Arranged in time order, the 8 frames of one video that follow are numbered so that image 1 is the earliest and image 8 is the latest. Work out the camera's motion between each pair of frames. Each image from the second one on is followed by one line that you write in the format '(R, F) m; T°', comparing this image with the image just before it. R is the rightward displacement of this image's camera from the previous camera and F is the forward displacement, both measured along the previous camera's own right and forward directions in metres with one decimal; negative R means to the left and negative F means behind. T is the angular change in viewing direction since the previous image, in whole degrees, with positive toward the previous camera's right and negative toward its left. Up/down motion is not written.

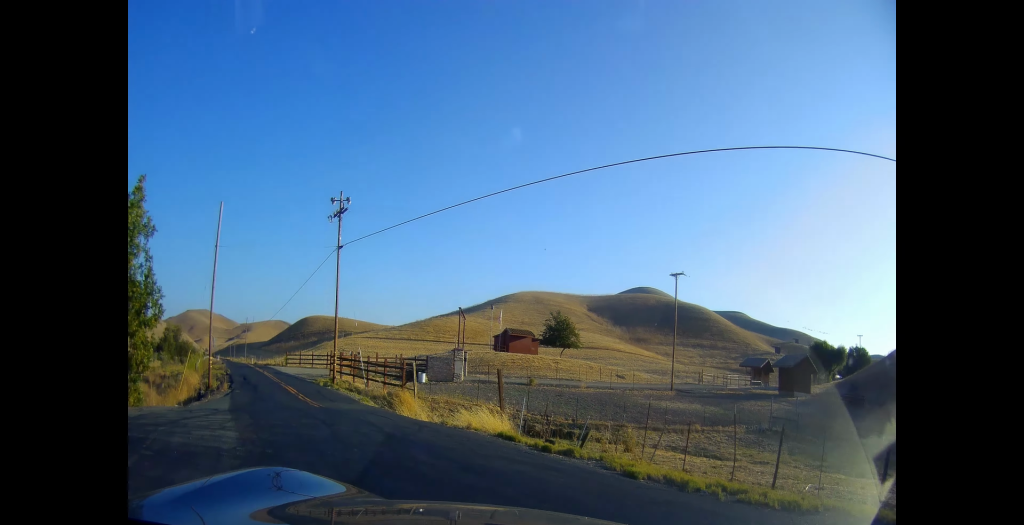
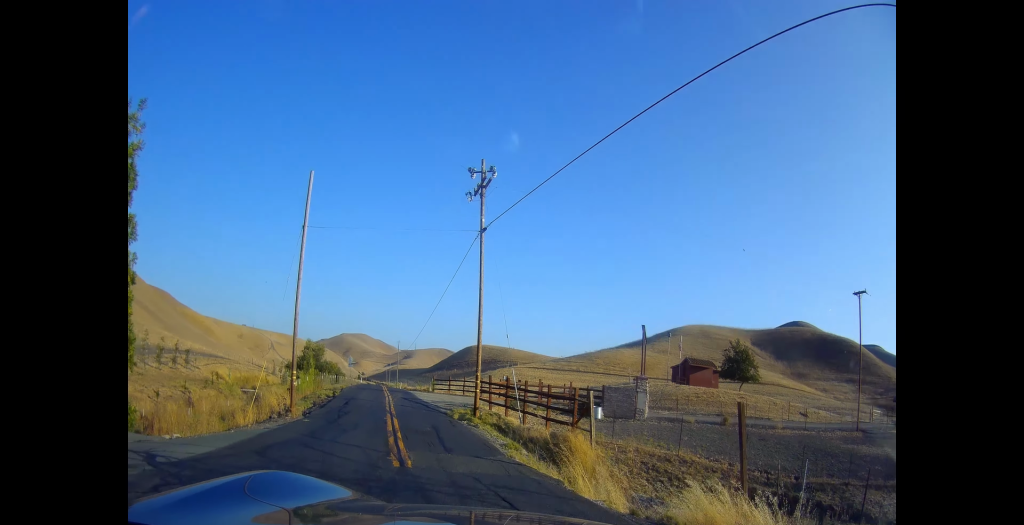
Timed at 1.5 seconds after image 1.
(-2.1, +7.8) m; -22°
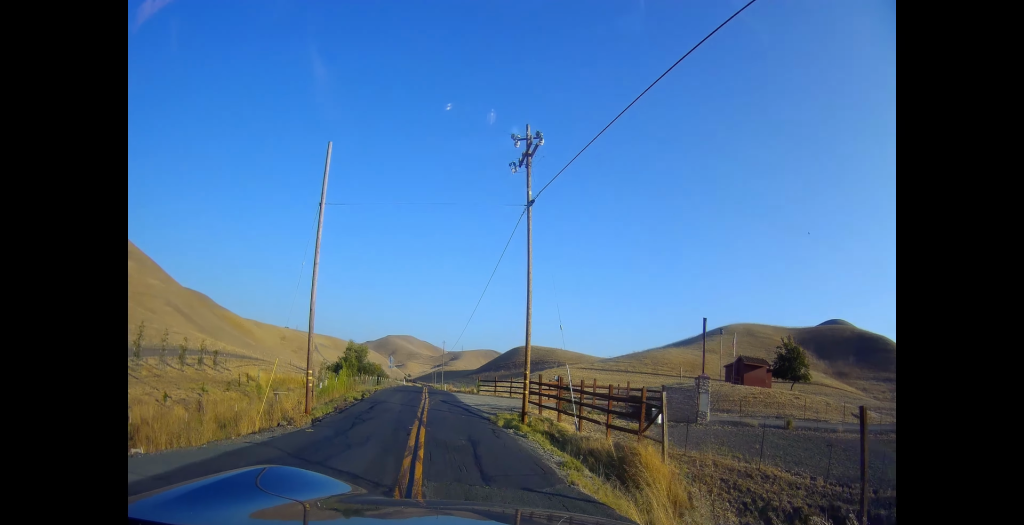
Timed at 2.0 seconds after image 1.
(-0.1, +3.4) m; -5°
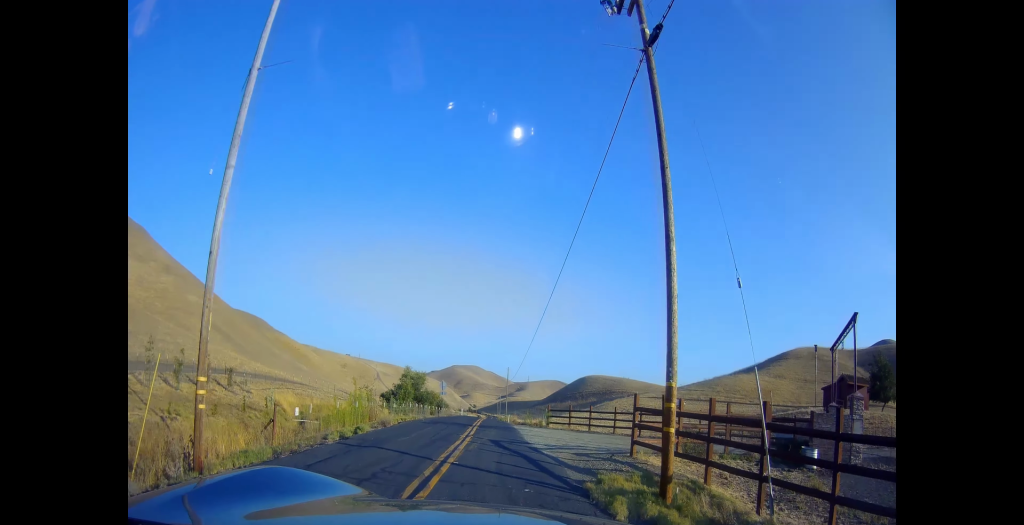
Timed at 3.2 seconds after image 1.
(-1.0, +10.1) m; -11°
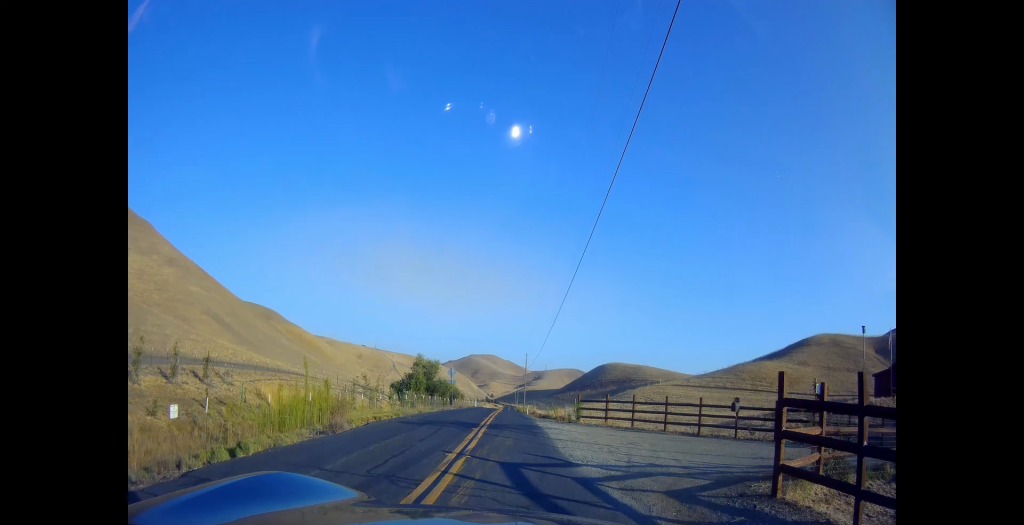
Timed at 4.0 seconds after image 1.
(-0.4, +7.6) m; -2°
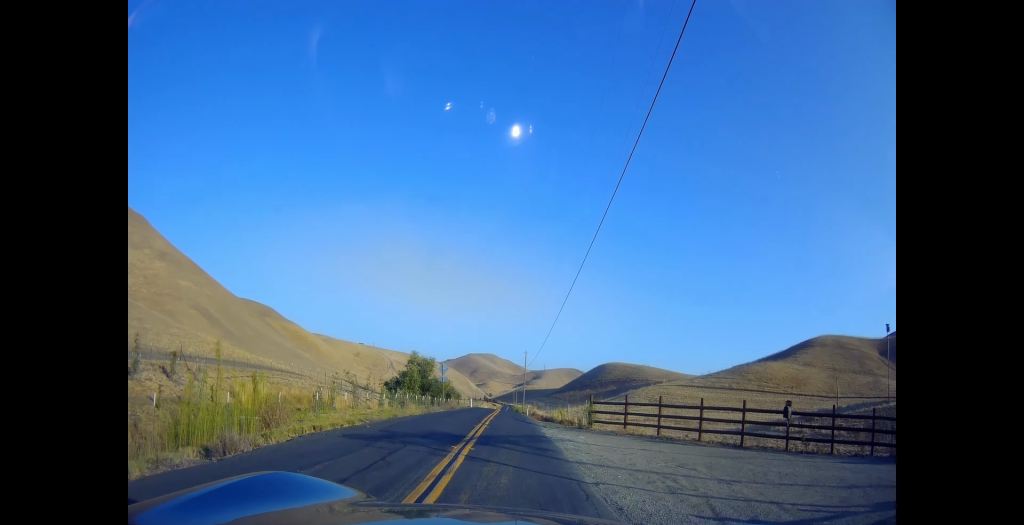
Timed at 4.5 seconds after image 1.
(-0.3, +5.2) m; +2°
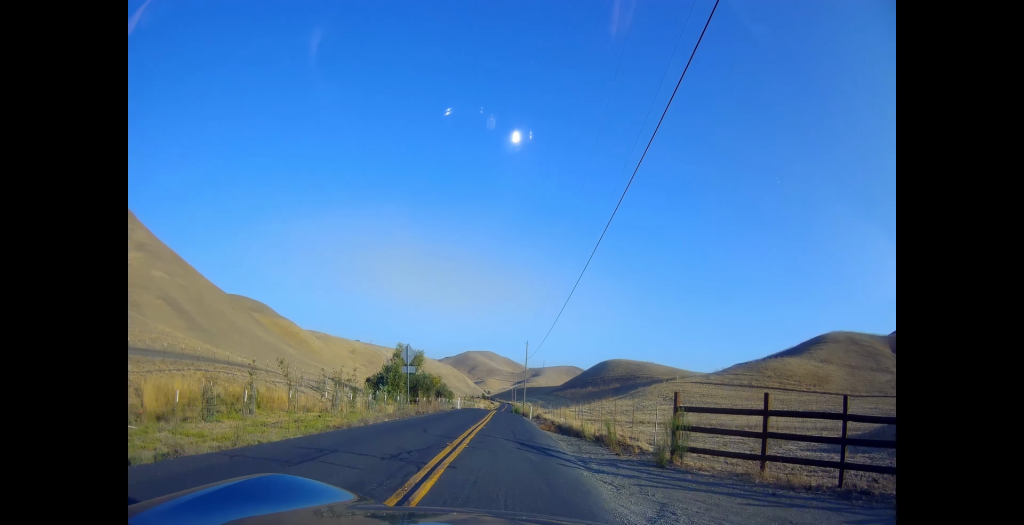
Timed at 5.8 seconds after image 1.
(+0.9, +14.4) m; +1°
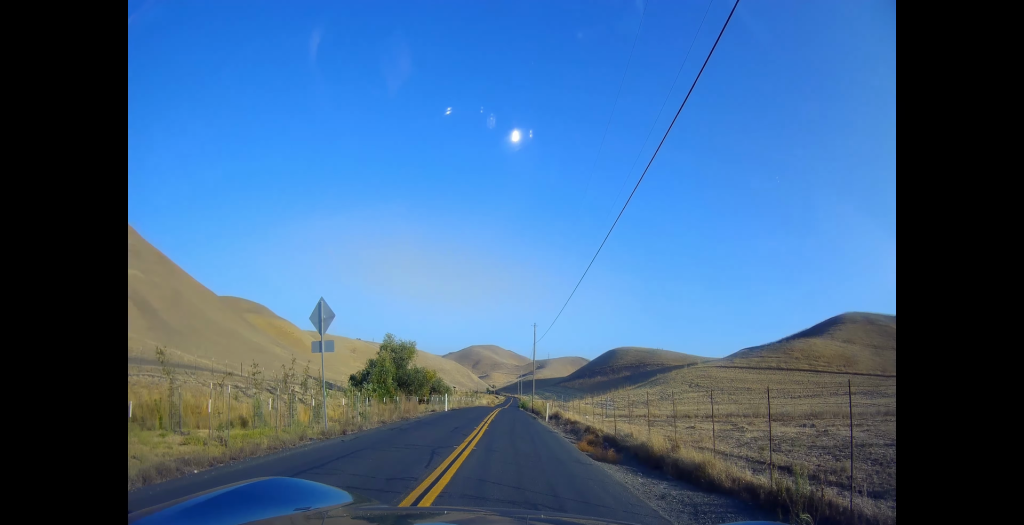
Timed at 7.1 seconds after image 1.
(-0.7, +14.7) m; -2°
